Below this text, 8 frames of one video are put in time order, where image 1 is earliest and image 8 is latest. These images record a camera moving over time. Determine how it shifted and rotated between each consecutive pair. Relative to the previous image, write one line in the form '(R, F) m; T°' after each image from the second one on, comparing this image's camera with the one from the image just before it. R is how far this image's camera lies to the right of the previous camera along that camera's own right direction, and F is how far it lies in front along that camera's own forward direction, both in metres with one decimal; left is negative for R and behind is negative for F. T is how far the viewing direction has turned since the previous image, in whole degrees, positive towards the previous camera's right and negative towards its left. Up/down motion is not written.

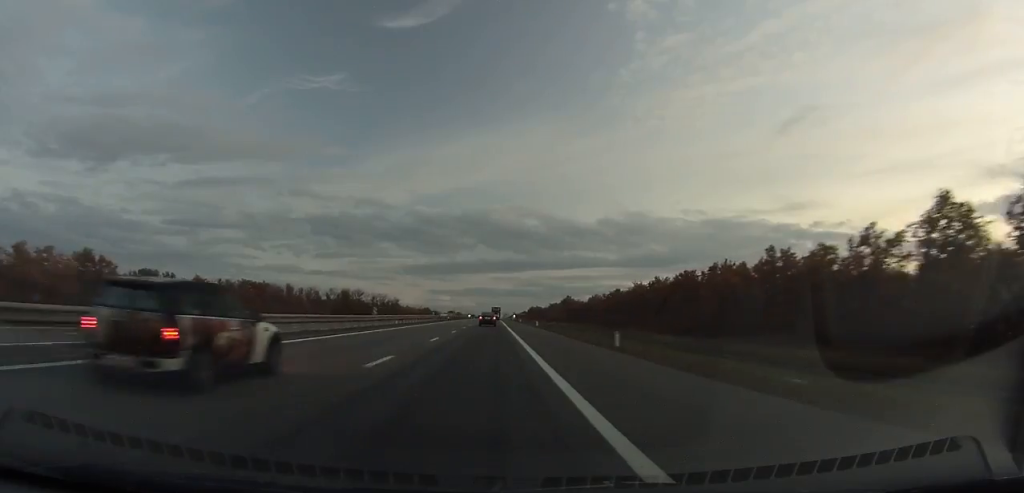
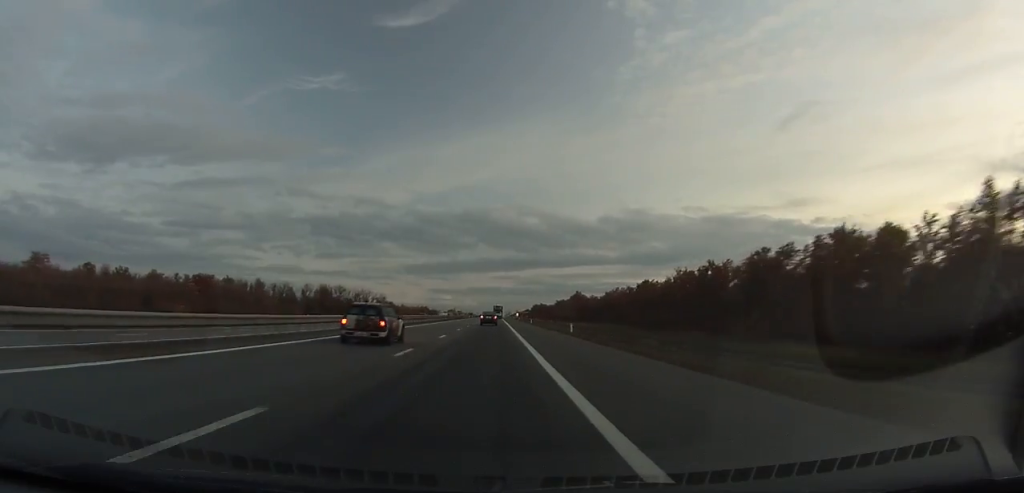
(0.0, +33.8) m; 0°
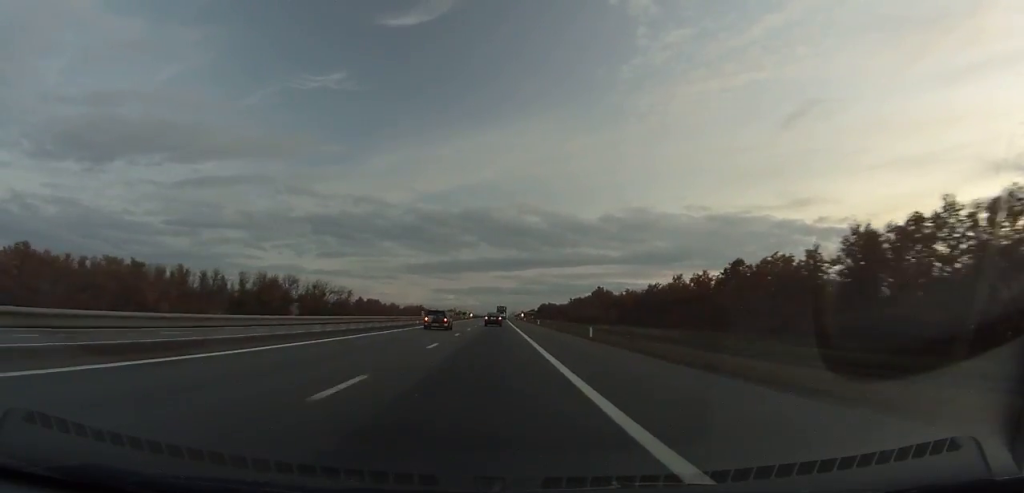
(-0.1, +54.8) m; 0°
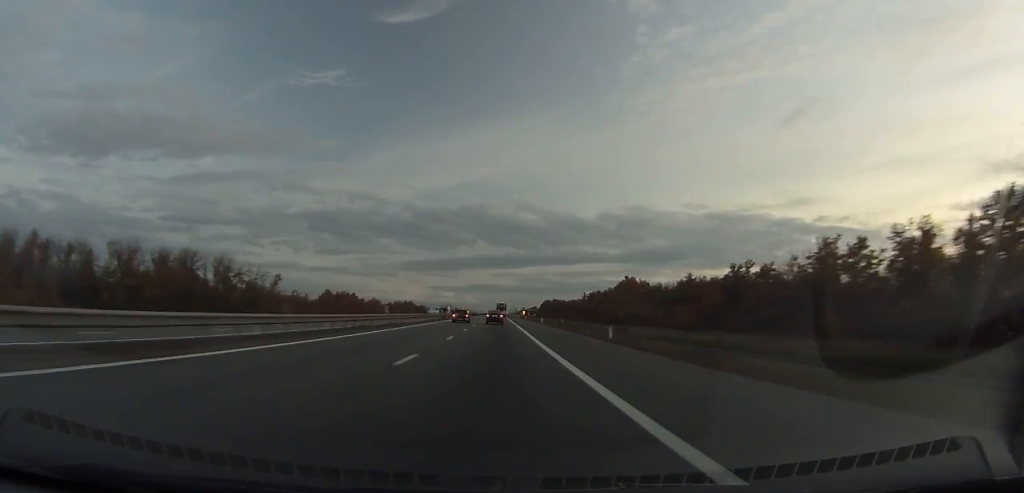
(-0.1, +53.8) m; 0°
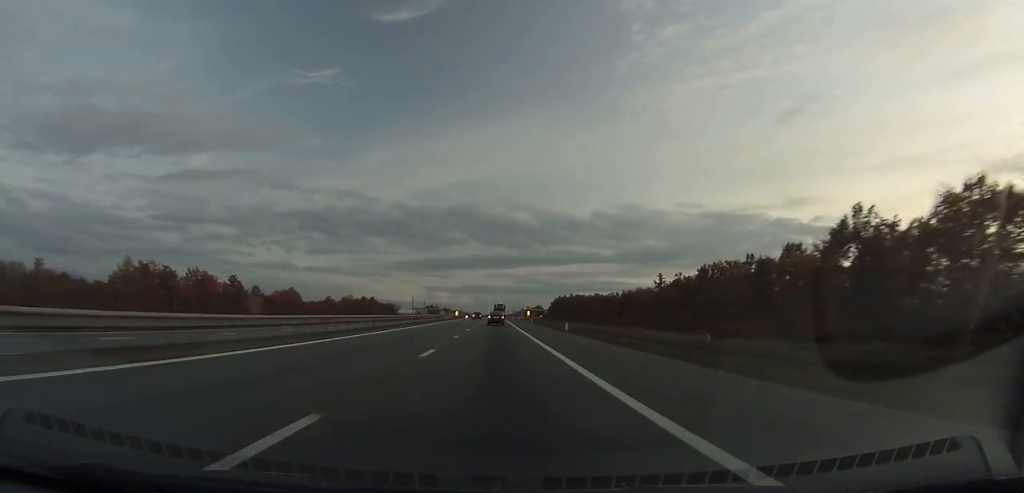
(+0.4, +119.0) m; 0°
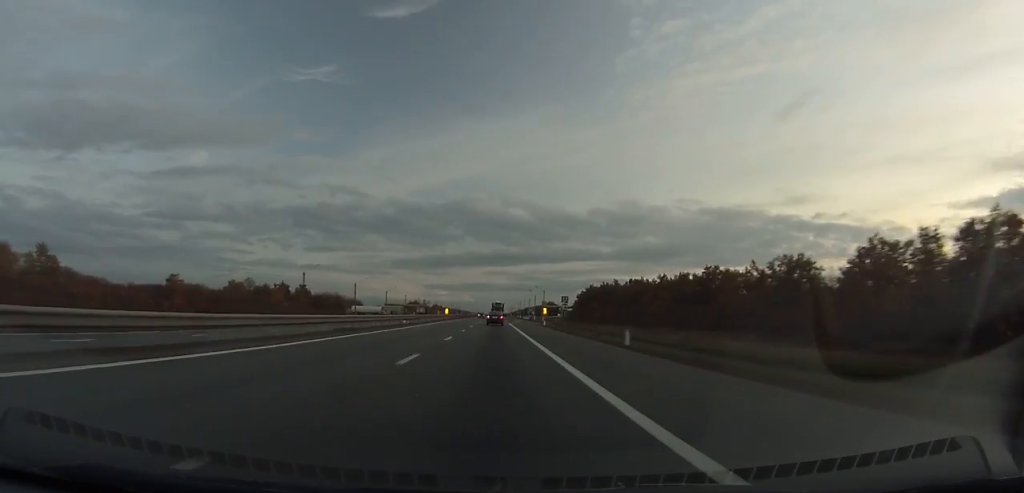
(+0.2, +111.4) m; 0°
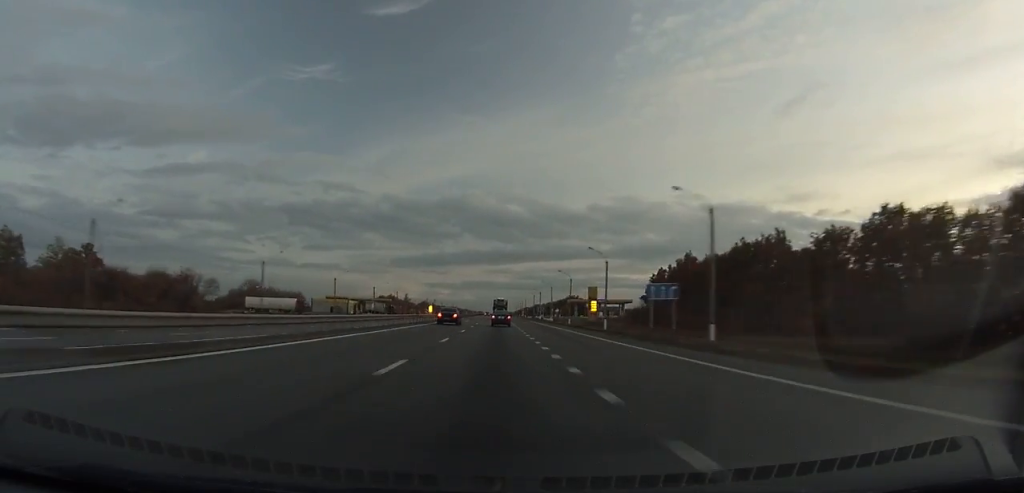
(+0.1, +118.7) m; 0°
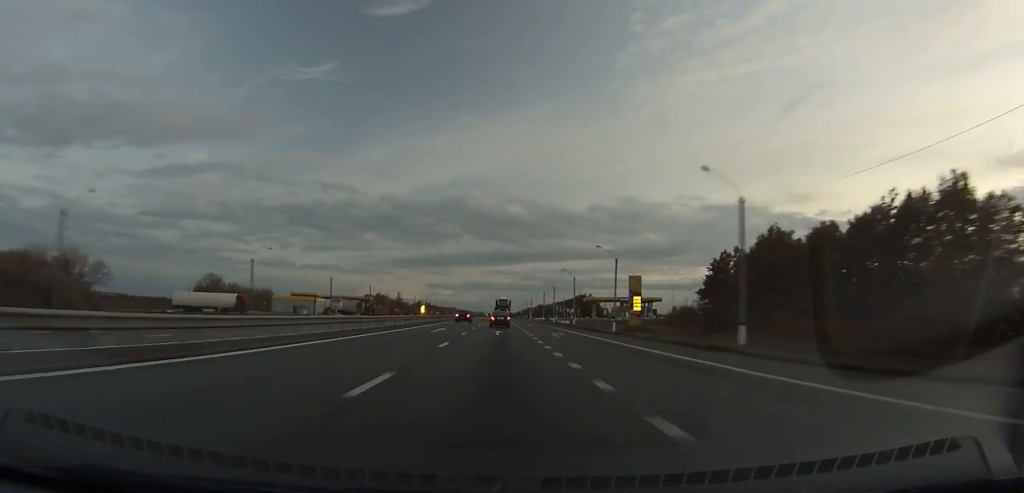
(0.0, +37.5) m; 0°
